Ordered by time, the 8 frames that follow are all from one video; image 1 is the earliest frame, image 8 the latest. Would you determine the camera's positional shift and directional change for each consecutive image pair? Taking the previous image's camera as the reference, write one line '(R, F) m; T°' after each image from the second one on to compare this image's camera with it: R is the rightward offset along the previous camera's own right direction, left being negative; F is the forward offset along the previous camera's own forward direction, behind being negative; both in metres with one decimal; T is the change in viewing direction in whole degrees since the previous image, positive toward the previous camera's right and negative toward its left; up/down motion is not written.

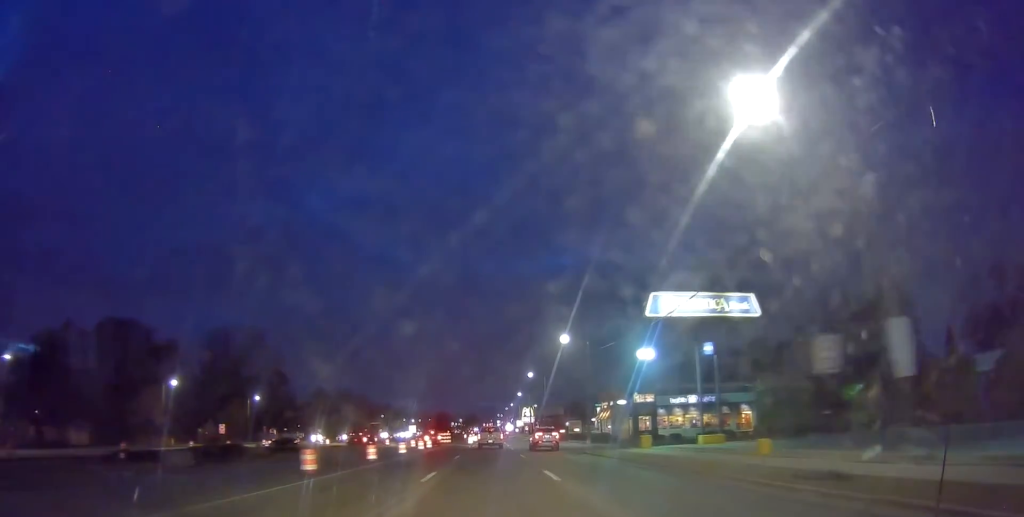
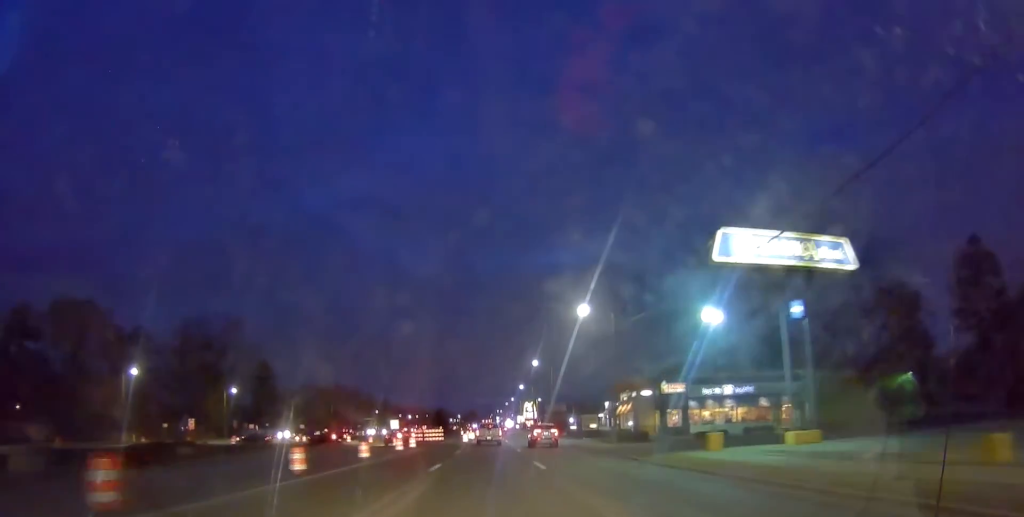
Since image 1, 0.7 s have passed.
(-0.5, +12.5) m; 0°
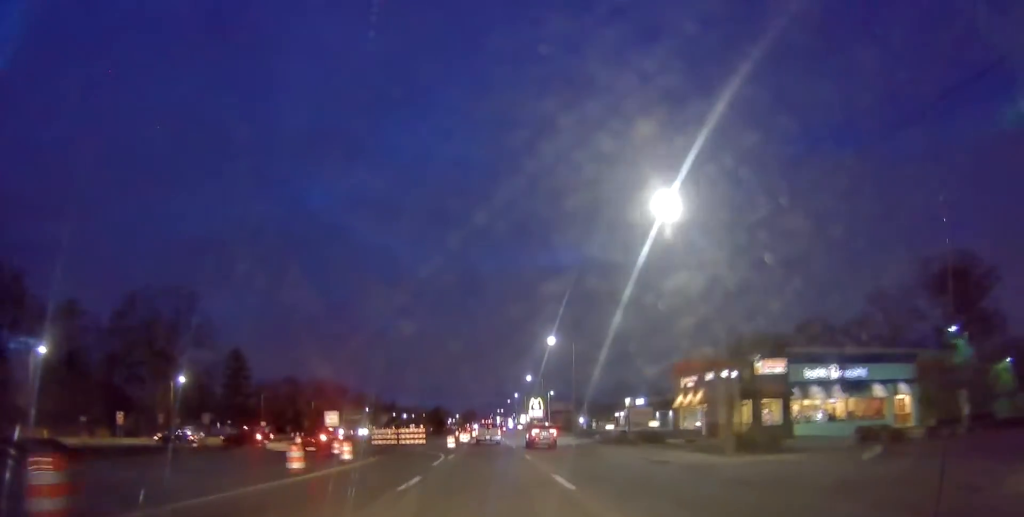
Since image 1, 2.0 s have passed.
(+0.5, +21.8) m; 0°
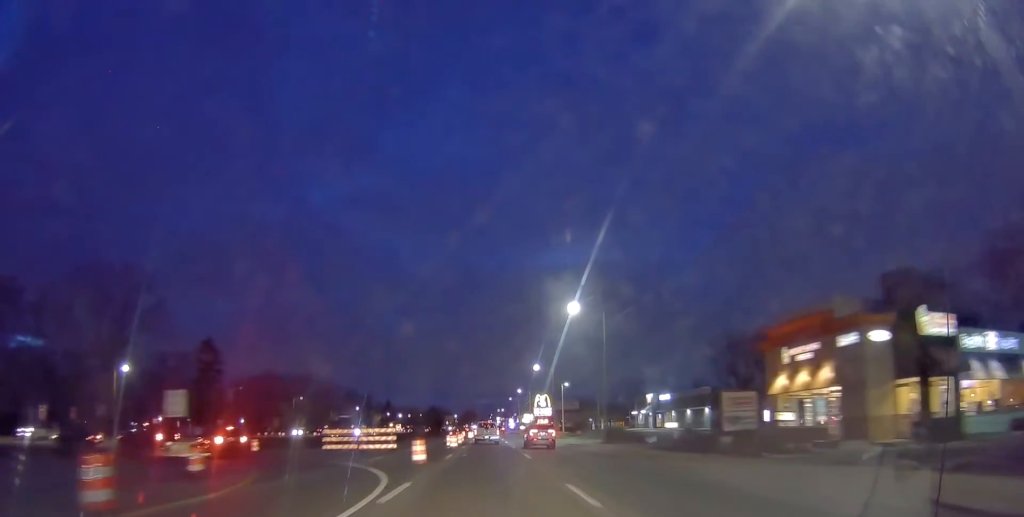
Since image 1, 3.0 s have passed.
(-0.7, +17.5) m; 0°
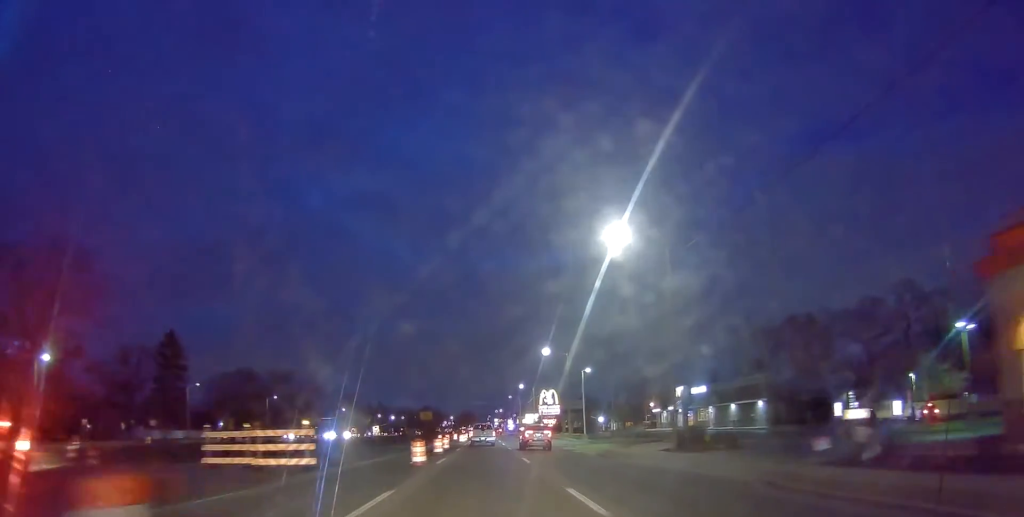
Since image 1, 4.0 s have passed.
(+0.8, +18.5) m; +1°
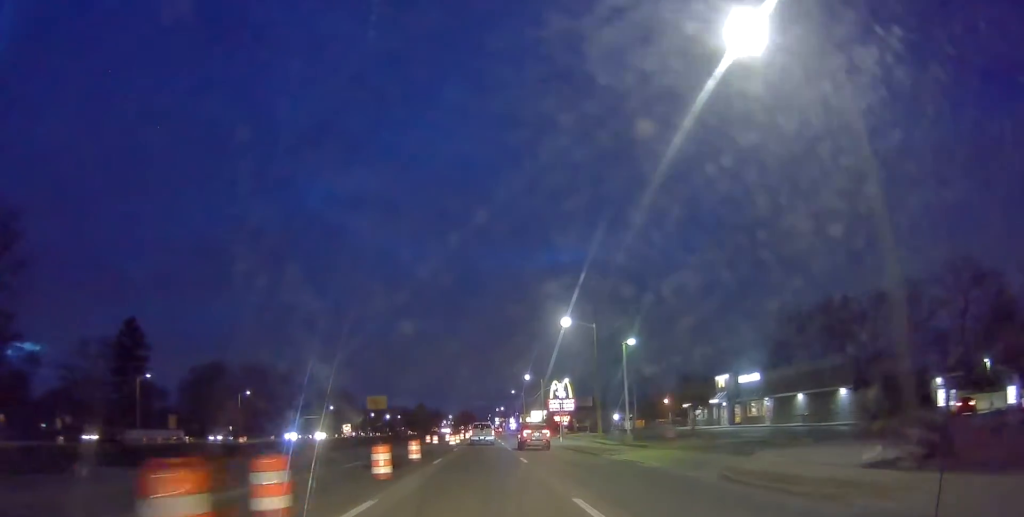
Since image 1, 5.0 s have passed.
(-0.4, +17.4) m; 0°
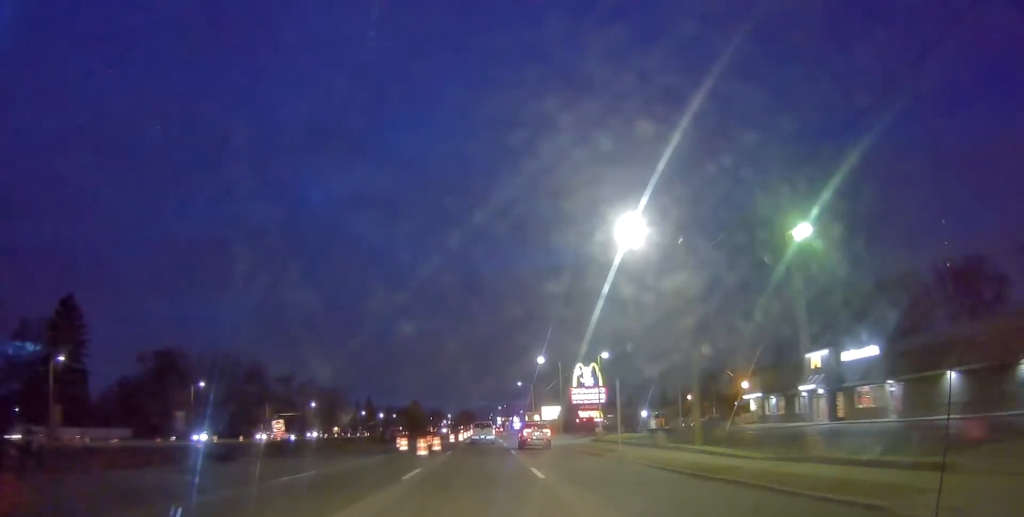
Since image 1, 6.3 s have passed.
(+0.5, +22.7) m; +1°
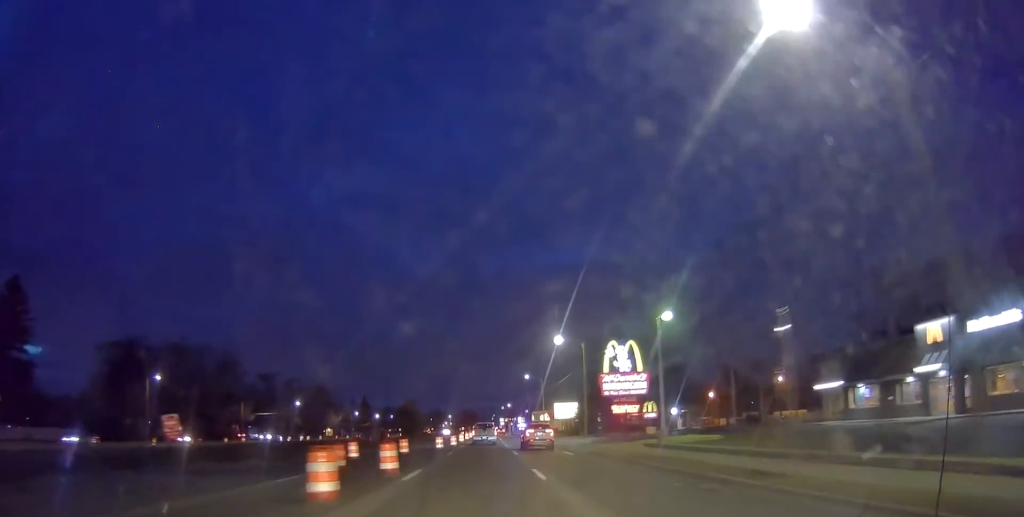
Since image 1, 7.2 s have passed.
(-0.1, +16.7) m; -2°
